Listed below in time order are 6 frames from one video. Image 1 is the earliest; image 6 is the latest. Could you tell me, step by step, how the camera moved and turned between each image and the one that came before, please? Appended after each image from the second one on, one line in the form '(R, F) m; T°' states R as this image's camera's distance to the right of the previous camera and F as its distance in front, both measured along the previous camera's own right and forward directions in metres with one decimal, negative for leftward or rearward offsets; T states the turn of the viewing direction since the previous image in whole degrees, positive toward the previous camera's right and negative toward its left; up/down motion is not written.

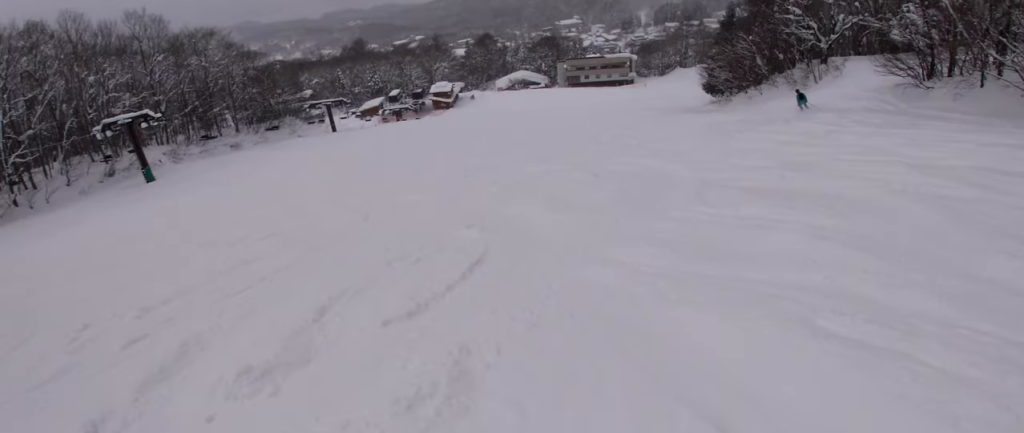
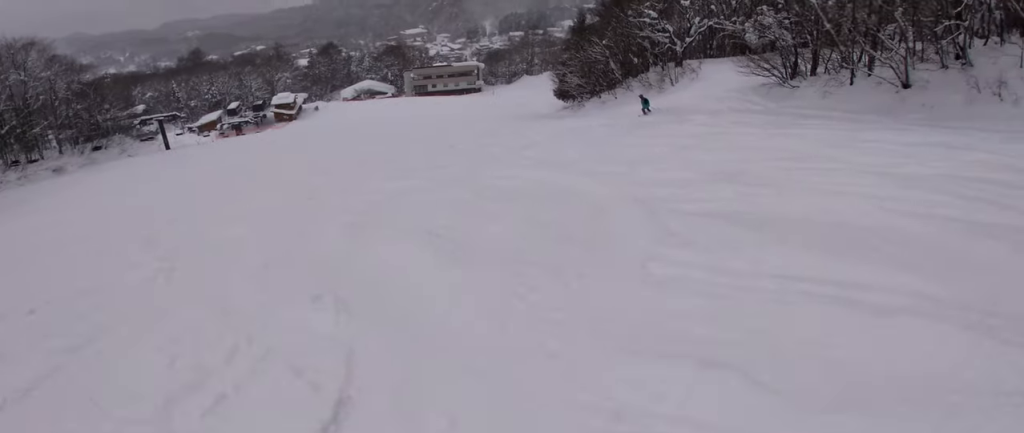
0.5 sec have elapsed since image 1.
(+0.6, +2.8) m; +14°
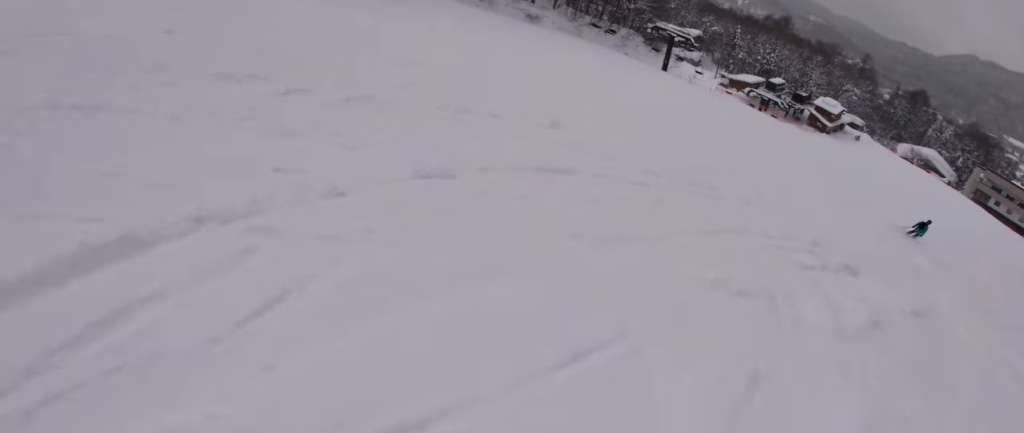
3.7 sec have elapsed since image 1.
(+0.1, +19.1) m; -28°
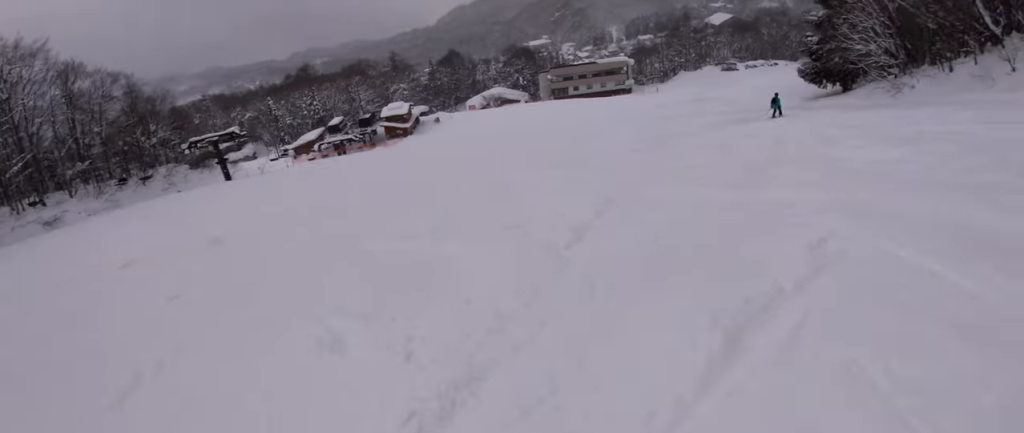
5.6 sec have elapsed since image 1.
(+1.6, +12.0) m; +21°
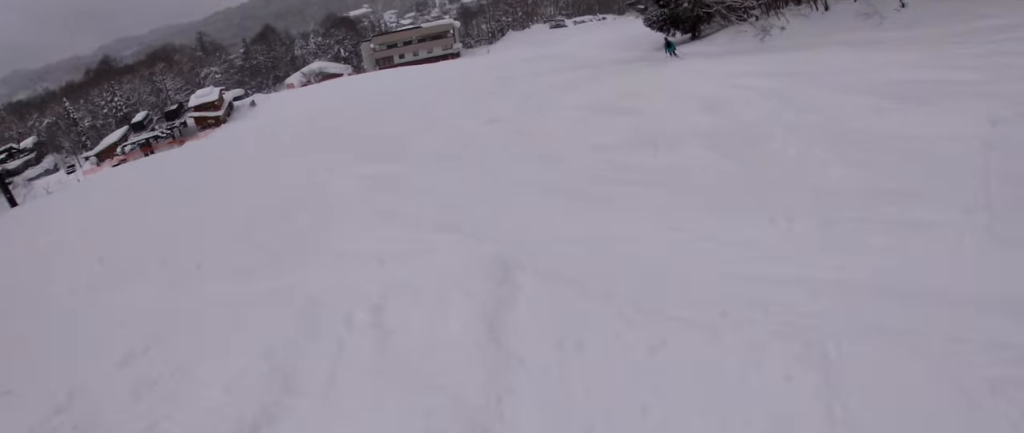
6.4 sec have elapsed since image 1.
(+0.5, +5.7) m; +4°
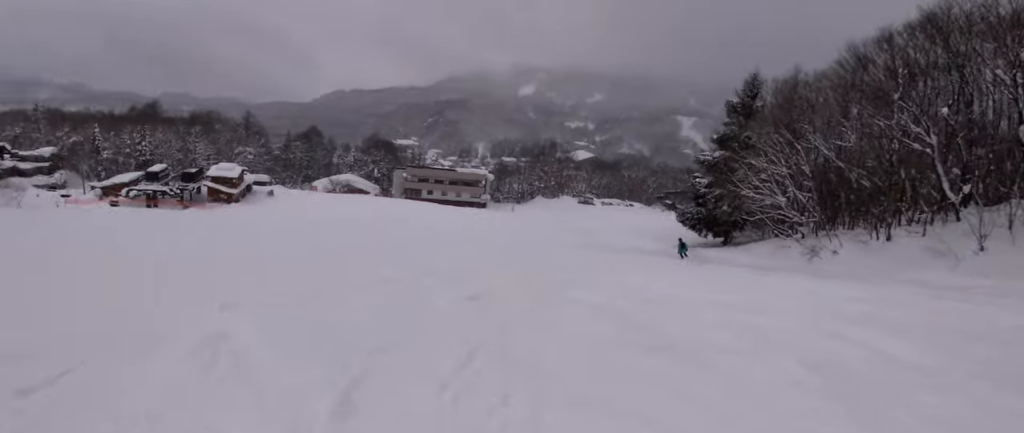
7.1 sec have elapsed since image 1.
(0.0, +5.4) m; -3°
